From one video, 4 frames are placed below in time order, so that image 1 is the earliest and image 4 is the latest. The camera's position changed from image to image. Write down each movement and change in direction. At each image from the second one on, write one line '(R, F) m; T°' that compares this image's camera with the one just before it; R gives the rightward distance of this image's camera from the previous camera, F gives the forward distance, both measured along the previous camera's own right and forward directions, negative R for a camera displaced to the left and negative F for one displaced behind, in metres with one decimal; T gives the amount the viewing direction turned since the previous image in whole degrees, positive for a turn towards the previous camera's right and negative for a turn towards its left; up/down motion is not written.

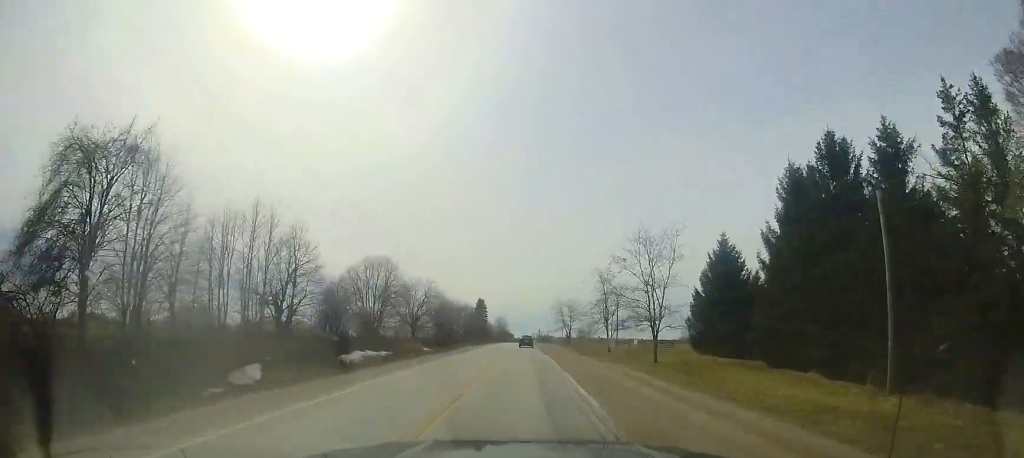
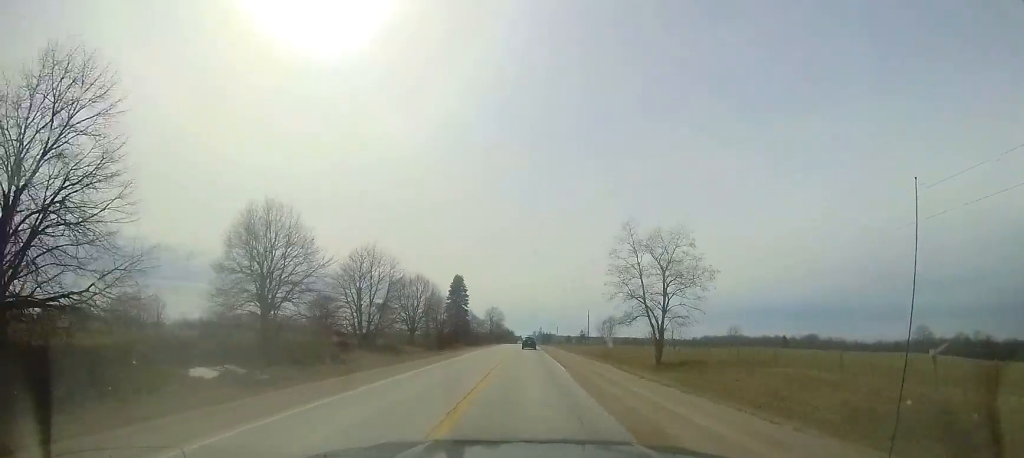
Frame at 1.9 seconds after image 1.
(-0.5, +50.6) m; 0°
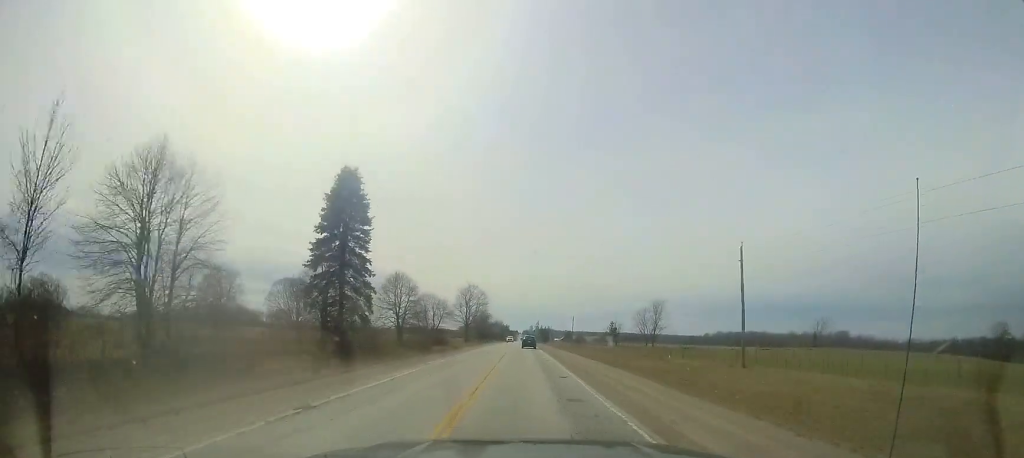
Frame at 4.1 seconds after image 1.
(-0.4, +56.8) m; -1°
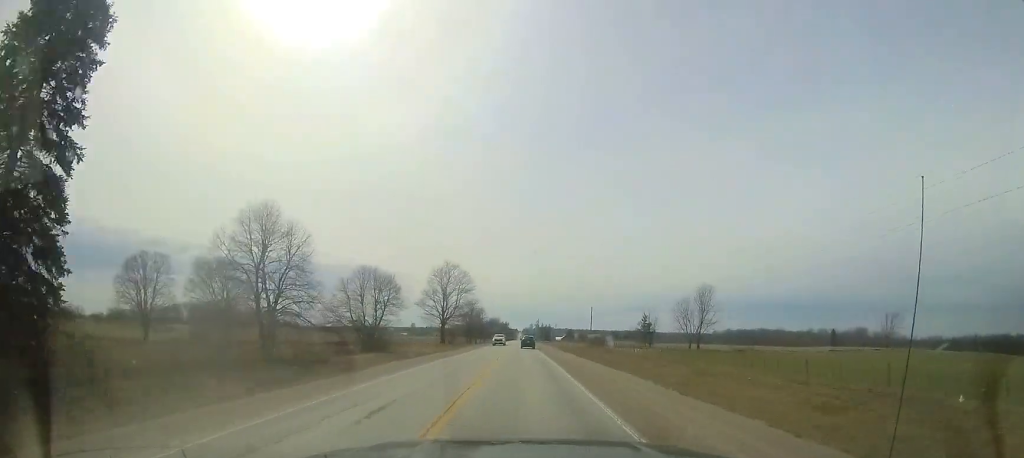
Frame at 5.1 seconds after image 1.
(+0.3, +27.1) m; +1°
